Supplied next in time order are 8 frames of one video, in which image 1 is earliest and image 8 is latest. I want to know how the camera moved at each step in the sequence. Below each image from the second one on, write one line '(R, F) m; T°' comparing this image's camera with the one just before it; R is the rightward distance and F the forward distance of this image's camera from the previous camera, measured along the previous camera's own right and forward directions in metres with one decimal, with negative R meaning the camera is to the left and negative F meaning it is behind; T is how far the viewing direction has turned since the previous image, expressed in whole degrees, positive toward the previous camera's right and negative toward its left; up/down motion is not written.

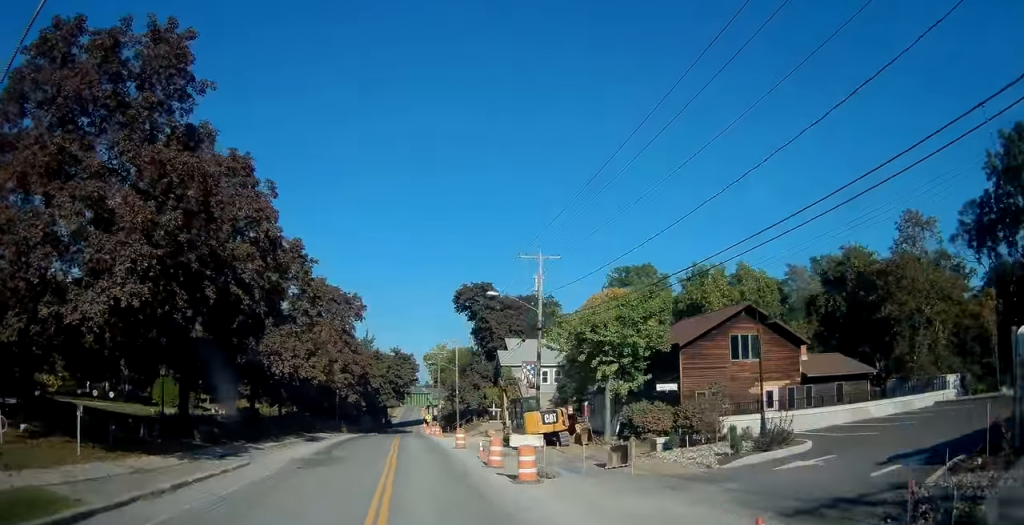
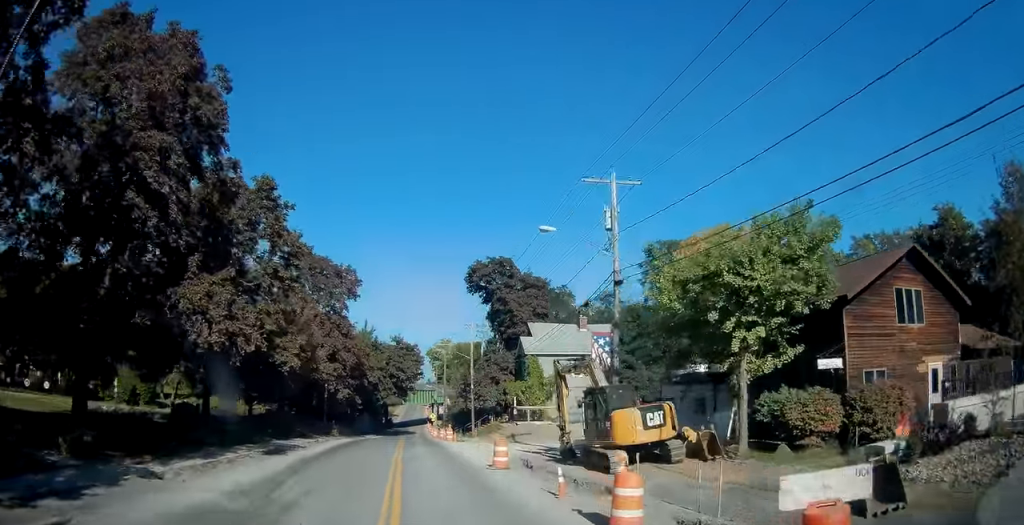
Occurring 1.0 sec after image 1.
(+0.1, +11.2) m; 0°
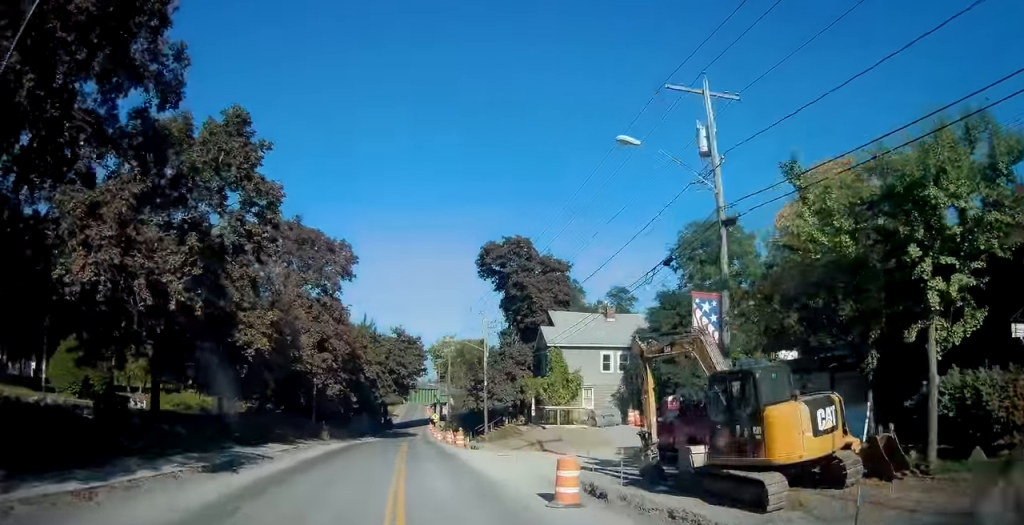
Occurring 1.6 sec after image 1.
(-0.1, +7.2) m; 0°
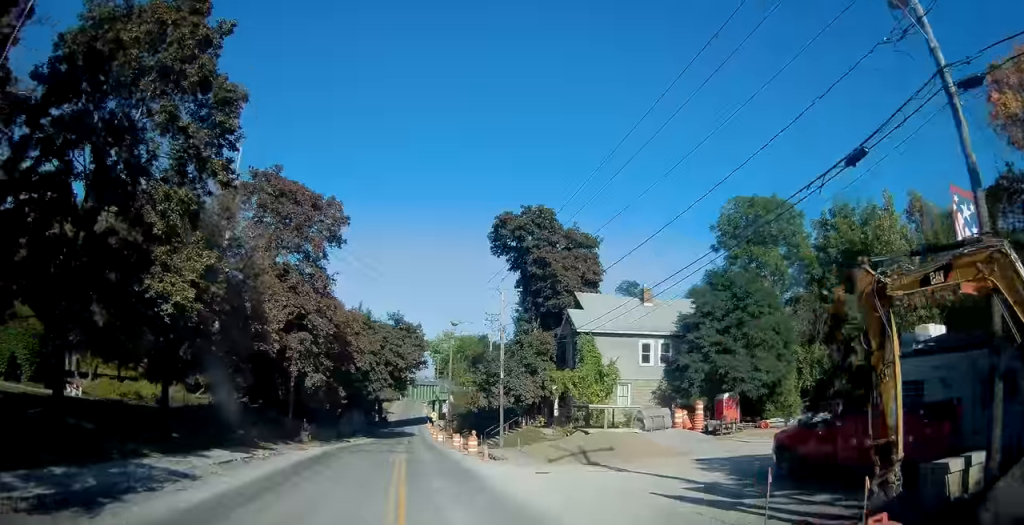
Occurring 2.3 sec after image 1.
(0.0, +8.0) m; +1°
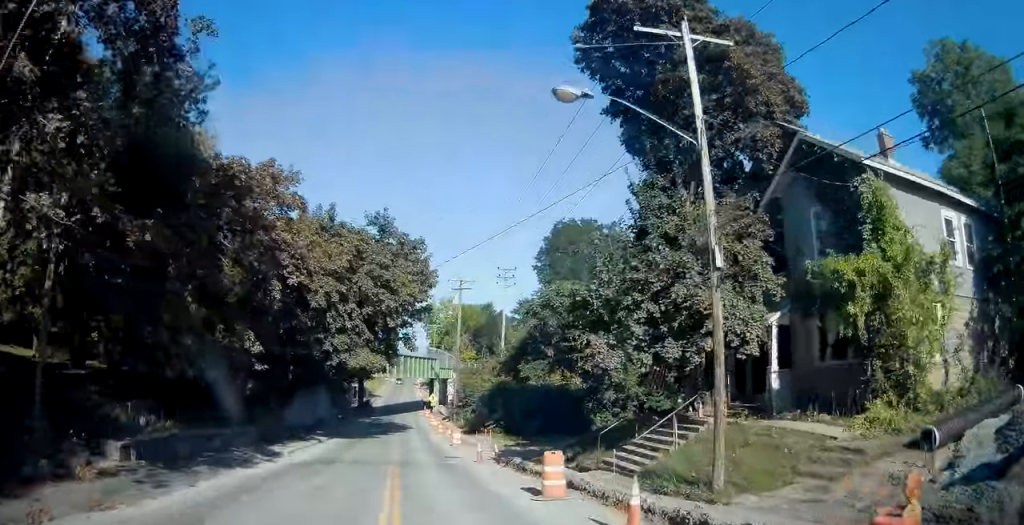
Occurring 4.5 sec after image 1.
(+0.4, +25.8) m; 0°
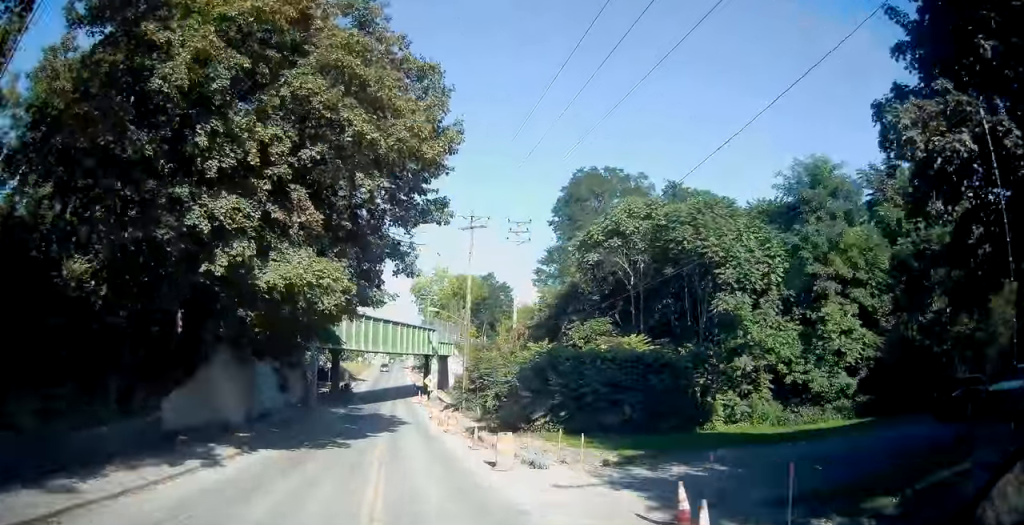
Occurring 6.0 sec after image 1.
(0.0, +17.4) m; +1°
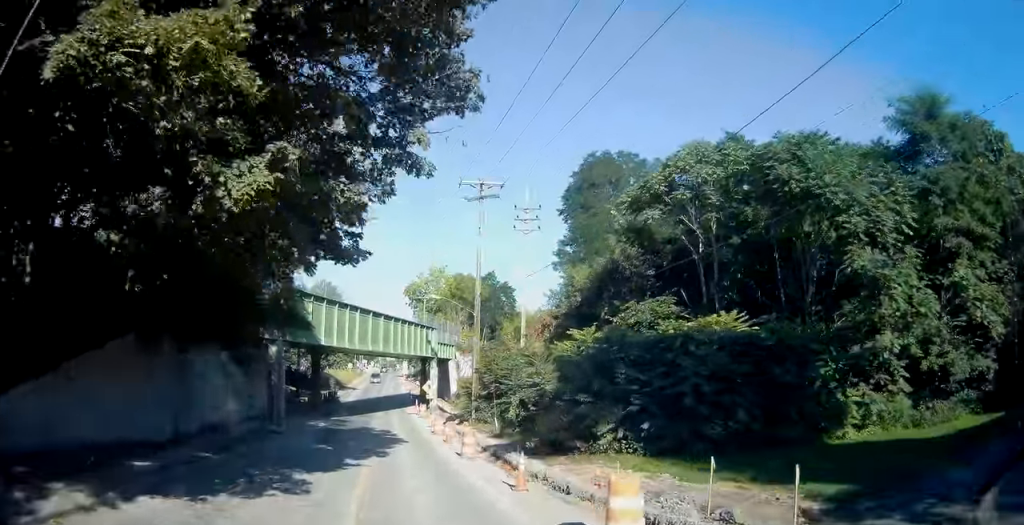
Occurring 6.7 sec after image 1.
(+0.2, +8.9) m; +1°
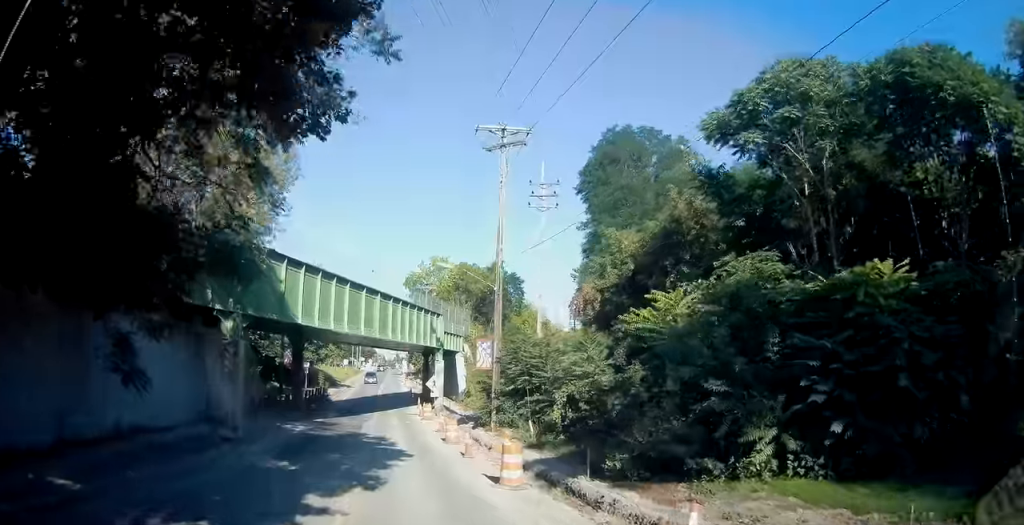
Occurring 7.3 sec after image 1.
(-0.1, +7.8) m; +1°
